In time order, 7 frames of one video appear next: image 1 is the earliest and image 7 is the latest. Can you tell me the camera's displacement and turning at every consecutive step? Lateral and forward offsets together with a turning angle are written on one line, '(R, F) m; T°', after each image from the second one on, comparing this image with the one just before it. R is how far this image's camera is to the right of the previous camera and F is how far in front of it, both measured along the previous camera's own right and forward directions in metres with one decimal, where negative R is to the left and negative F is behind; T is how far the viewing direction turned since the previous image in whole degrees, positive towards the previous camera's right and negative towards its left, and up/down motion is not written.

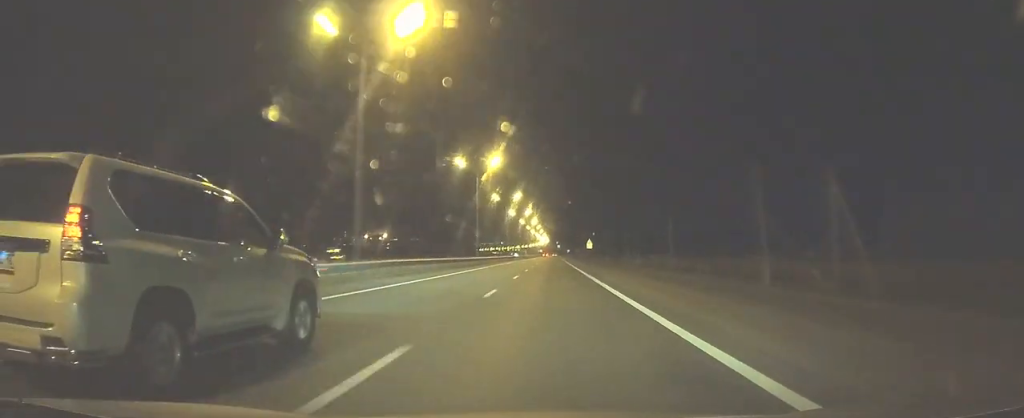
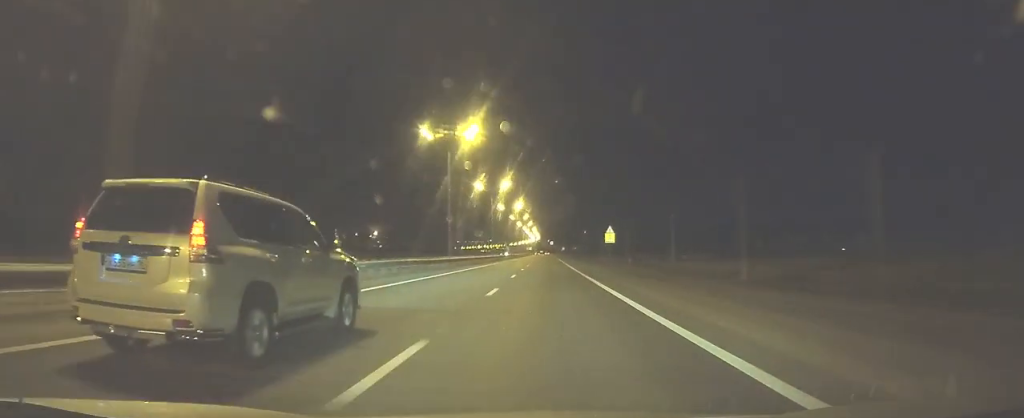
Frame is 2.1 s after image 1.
(+0.4, +59.6) m; +1°
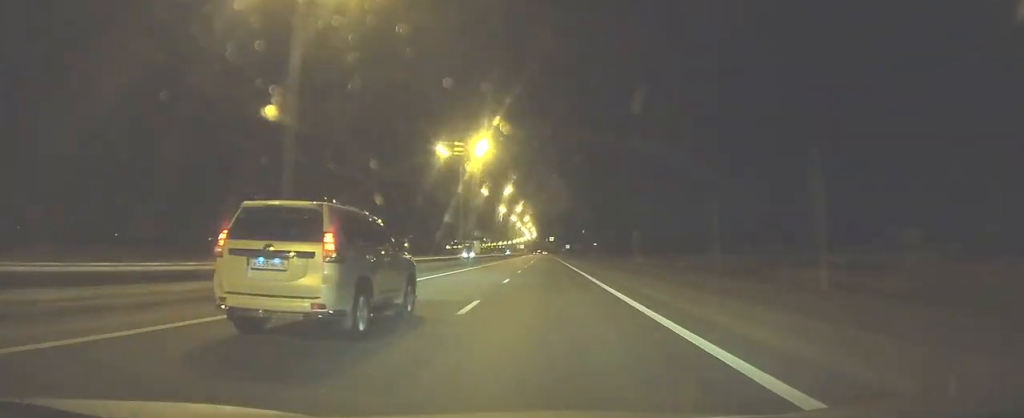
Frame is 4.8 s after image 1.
(+0.5, +76.4) m; 0°
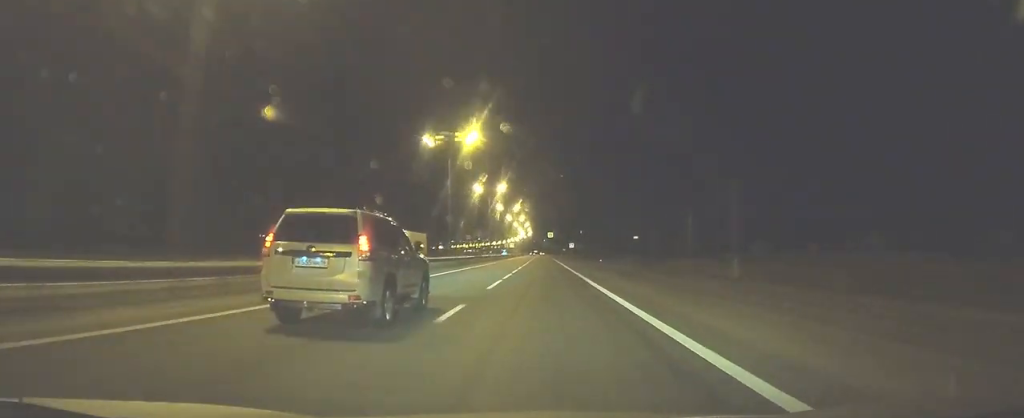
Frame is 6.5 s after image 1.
(+0.1, +47.8) m; 0°
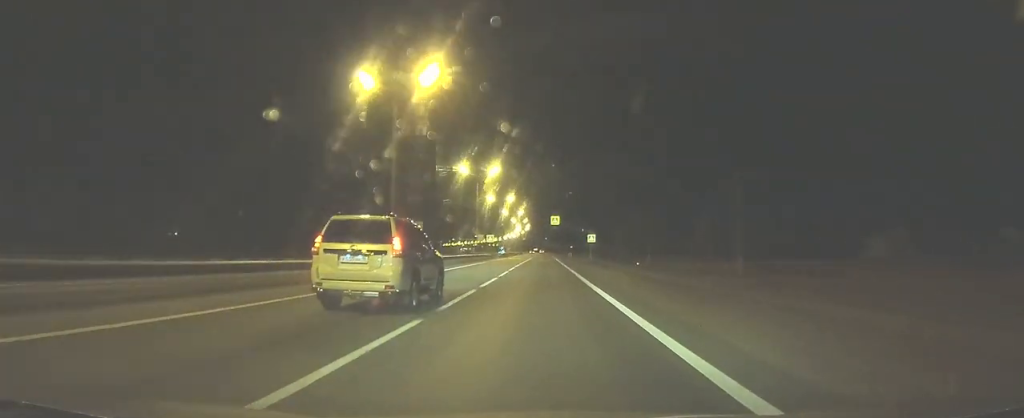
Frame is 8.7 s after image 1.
(0.0, +61.2) m; 0°
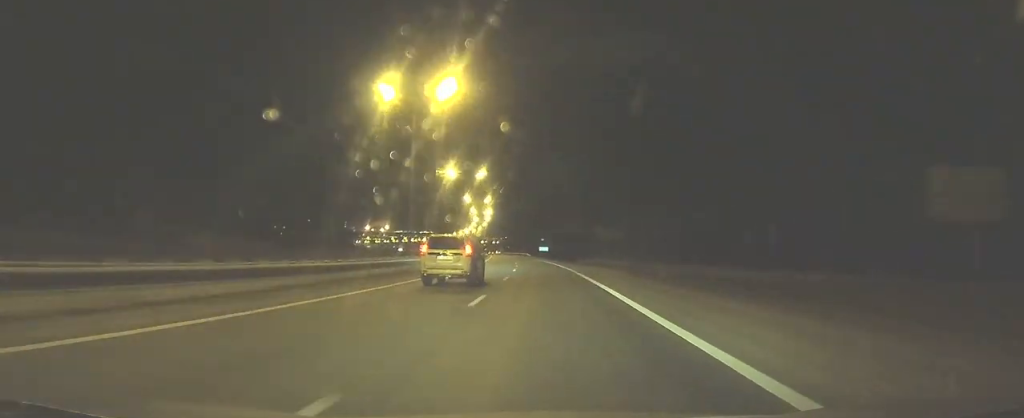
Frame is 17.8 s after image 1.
(-2.2, +251.1) m; -3°
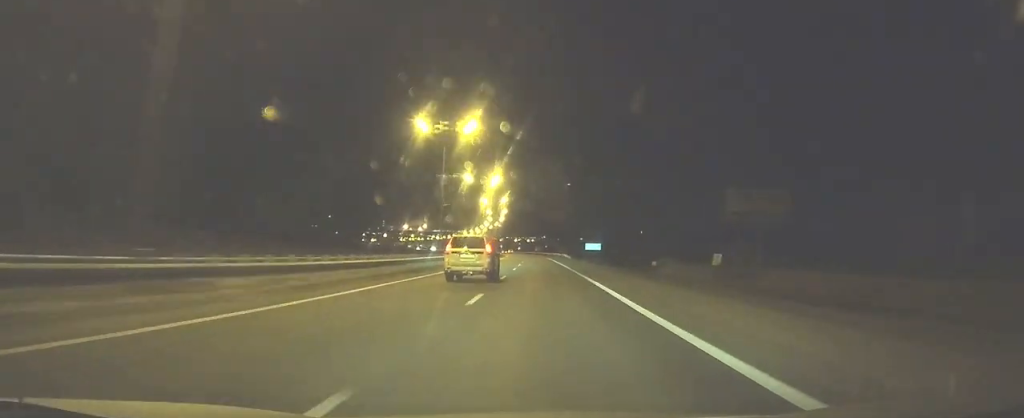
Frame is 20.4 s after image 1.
(-2.2, +74.0) m; -3°
